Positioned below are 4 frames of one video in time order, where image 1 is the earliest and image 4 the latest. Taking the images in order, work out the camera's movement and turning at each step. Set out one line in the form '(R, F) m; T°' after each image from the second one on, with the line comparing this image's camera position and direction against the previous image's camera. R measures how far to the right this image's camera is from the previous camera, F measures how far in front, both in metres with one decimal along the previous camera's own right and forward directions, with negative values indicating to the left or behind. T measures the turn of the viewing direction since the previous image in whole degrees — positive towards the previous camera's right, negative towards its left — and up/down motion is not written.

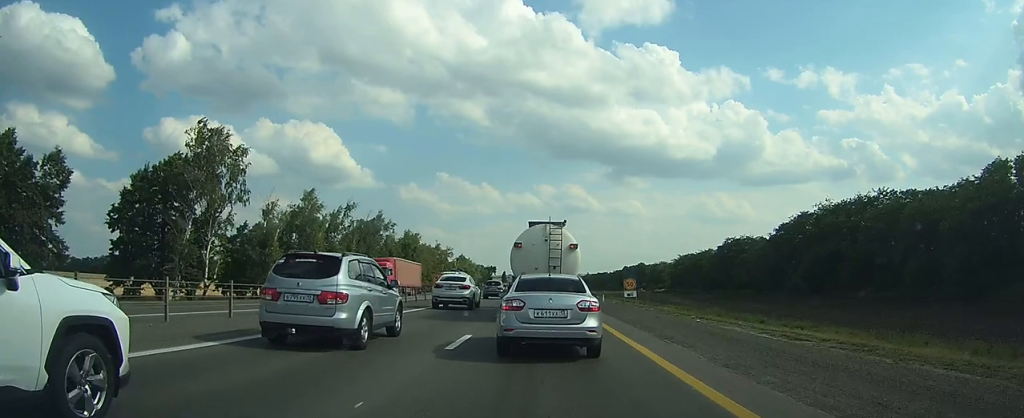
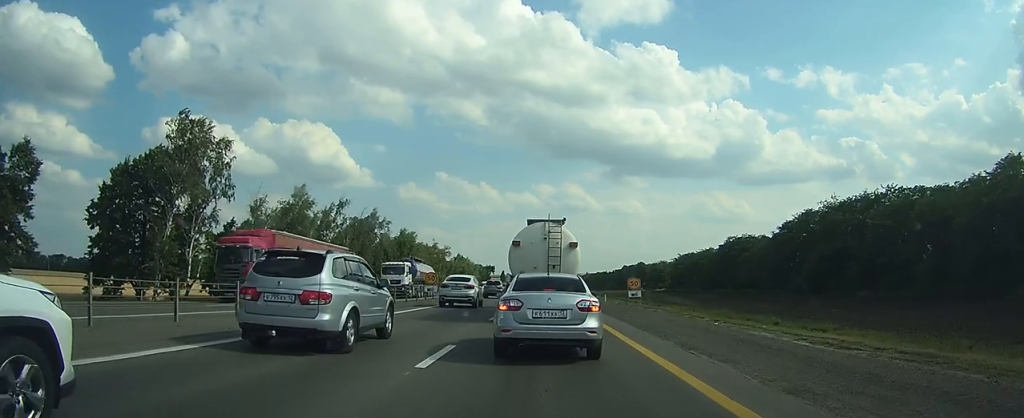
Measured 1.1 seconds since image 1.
(0.0, +2.2) m; -1°
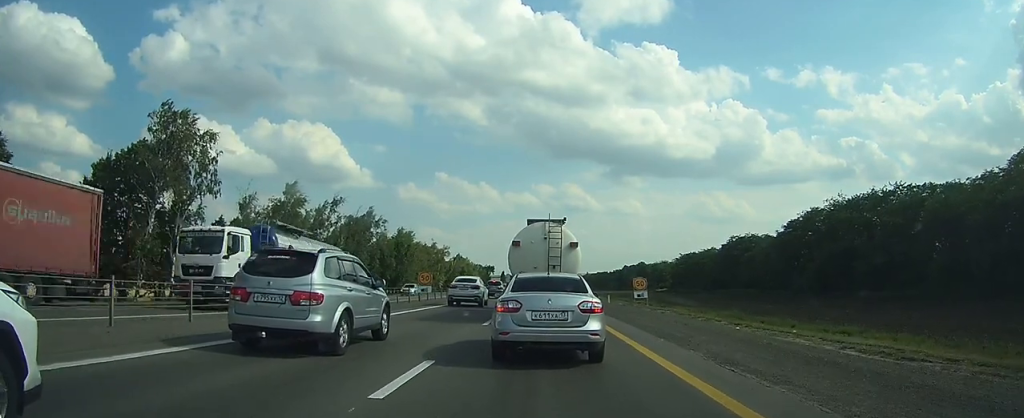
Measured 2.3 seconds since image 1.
(0.0, +2.1) m; -2°
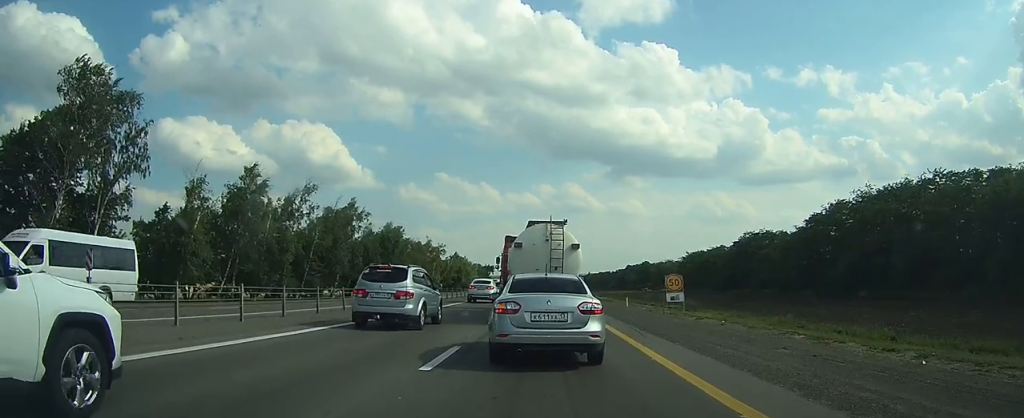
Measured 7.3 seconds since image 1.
(-0.2, +9.3) m; -1°
